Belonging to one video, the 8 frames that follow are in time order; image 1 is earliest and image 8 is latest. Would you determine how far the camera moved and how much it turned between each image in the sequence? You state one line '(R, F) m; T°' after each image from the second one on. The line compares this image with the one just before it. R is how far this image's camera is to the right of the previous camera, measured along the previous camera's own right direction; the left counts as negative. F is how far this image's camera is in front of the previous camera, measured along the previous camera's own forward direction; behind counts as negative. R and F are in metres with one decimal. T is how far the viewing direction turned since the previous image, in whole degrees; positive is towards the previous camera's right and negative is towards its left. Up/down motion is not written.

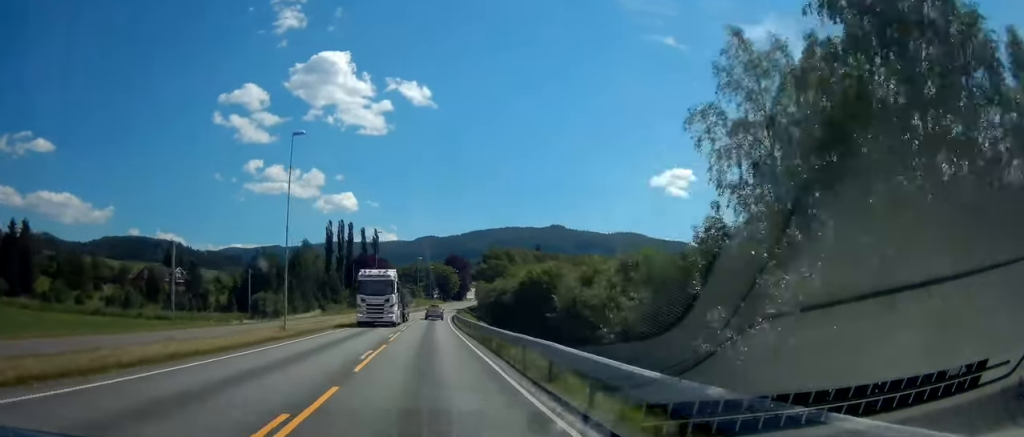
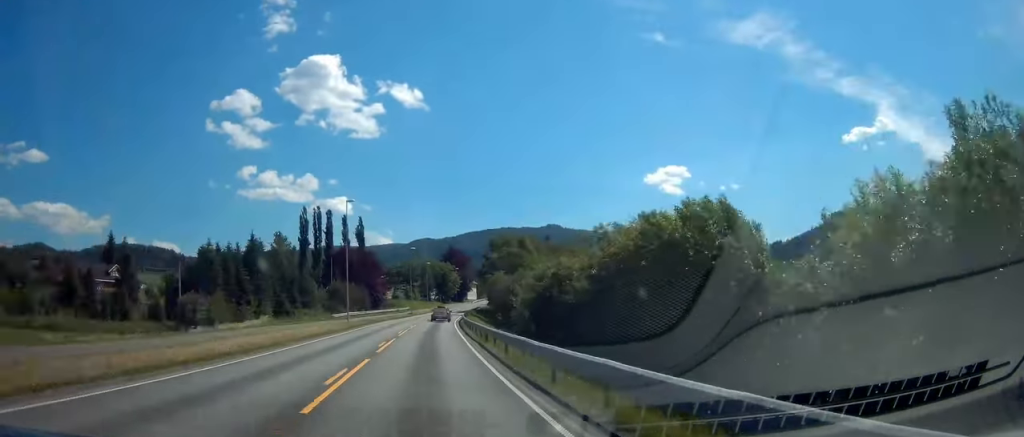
(+0.2, +29.2) m; +1°
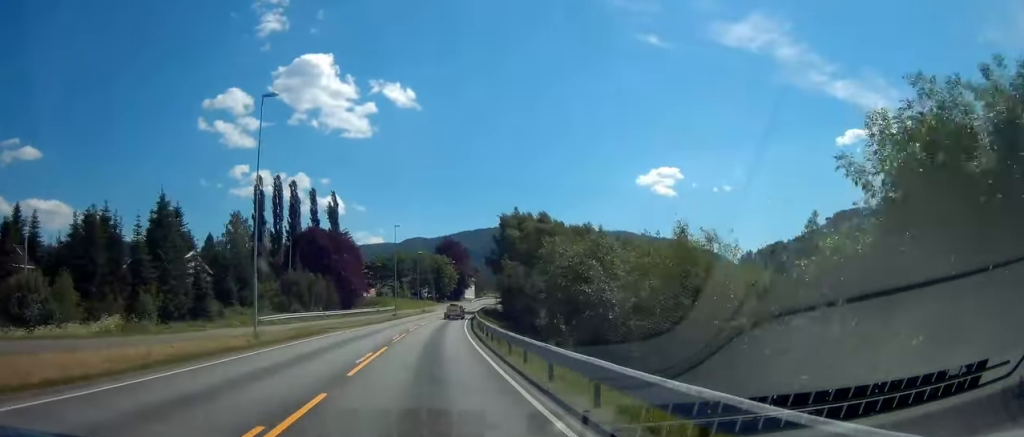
(+0.1, +32.5) m; +1°
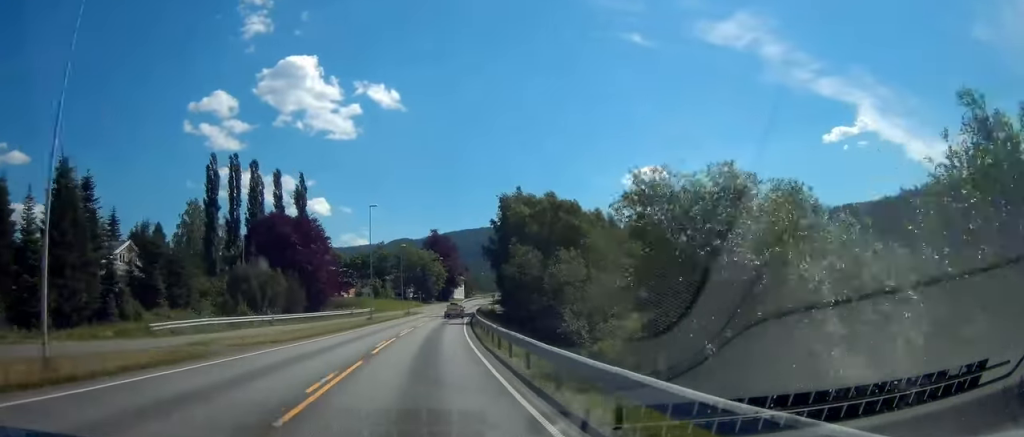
(+0.1, +17.6) m; 0°
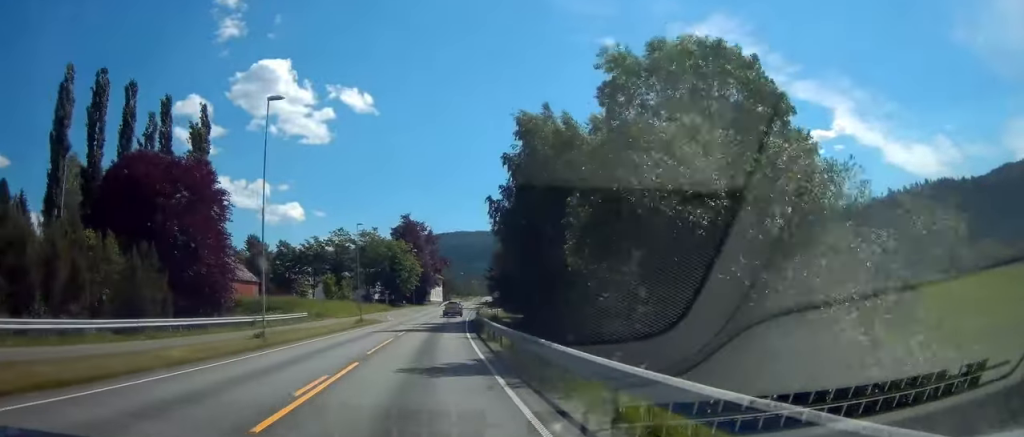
(+0.2, +34.7) m; 0°
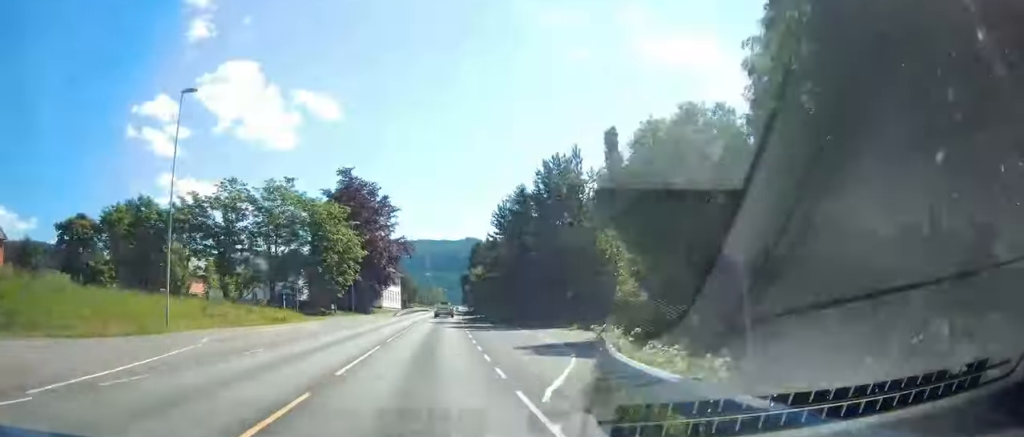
(+1.1, +51.9) m; +3°
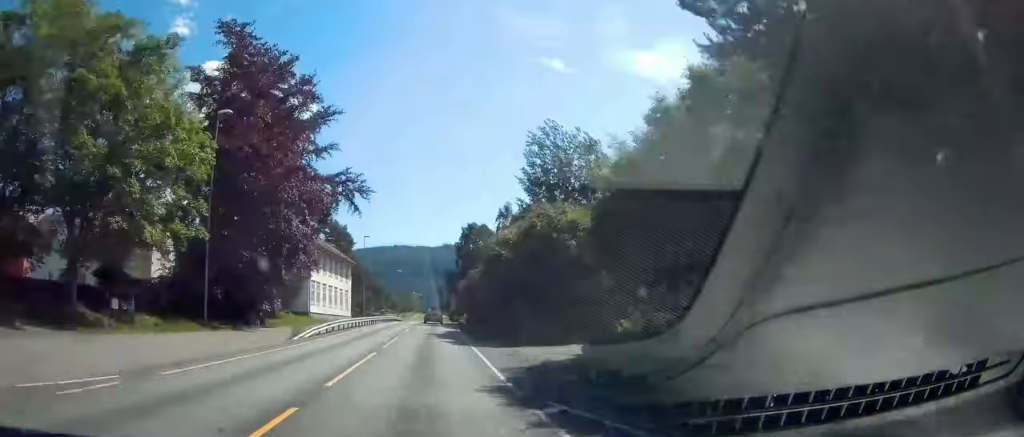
(+1.2, +47.5) m; +1°
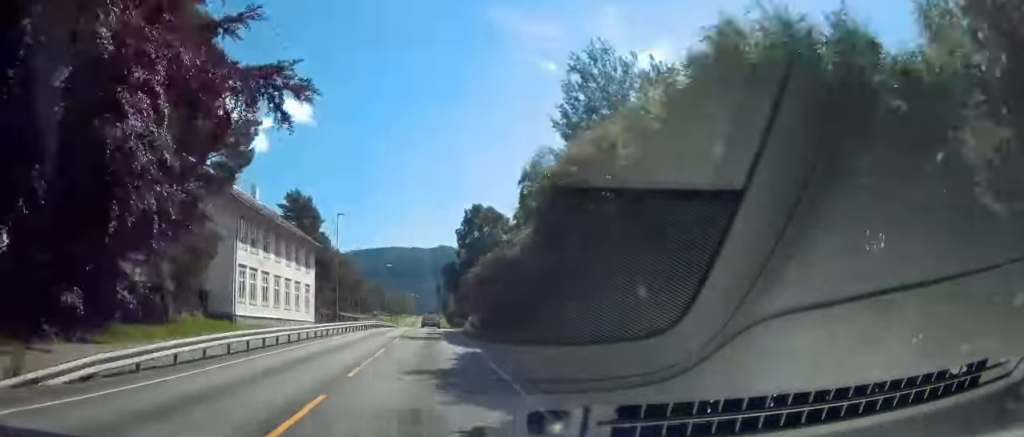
(0.0, +22.1) m; 0°
